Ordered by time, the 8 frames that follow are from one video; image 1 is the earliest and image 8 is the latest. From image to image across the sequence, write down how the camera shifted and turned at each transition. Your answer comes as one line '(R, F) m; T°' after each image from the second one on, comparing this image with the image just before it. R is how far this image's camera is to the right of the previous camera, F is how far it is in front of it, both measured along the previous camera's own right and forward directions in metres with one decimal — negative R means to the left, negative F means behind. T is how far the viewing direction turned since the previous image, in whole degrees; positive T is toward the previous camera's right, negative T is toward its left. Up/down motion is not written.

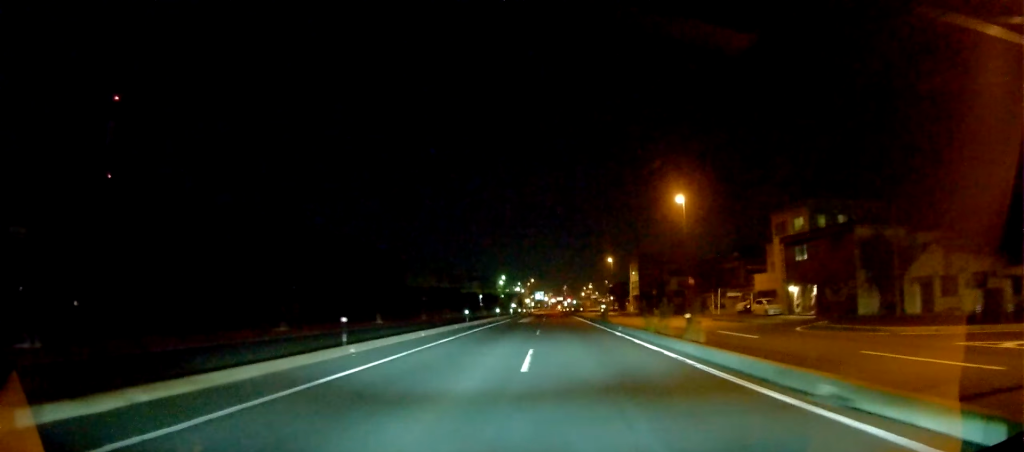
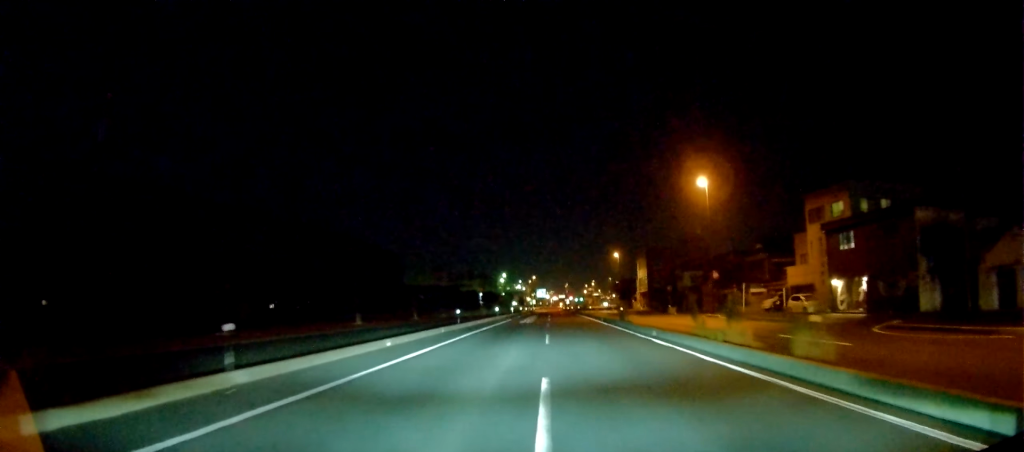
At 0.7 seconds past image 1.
(0.0, +7.7) m; 0°
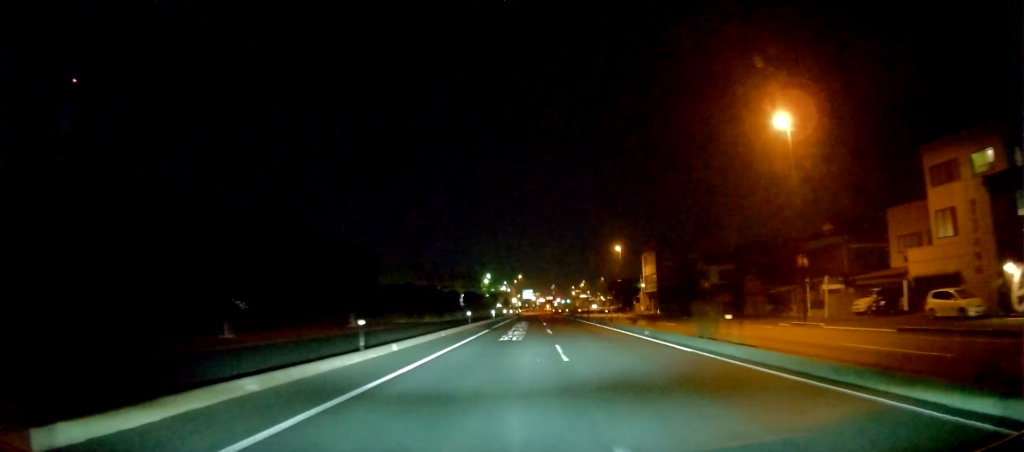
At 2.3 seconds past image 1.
(+0.4, +20.0) m; +2°
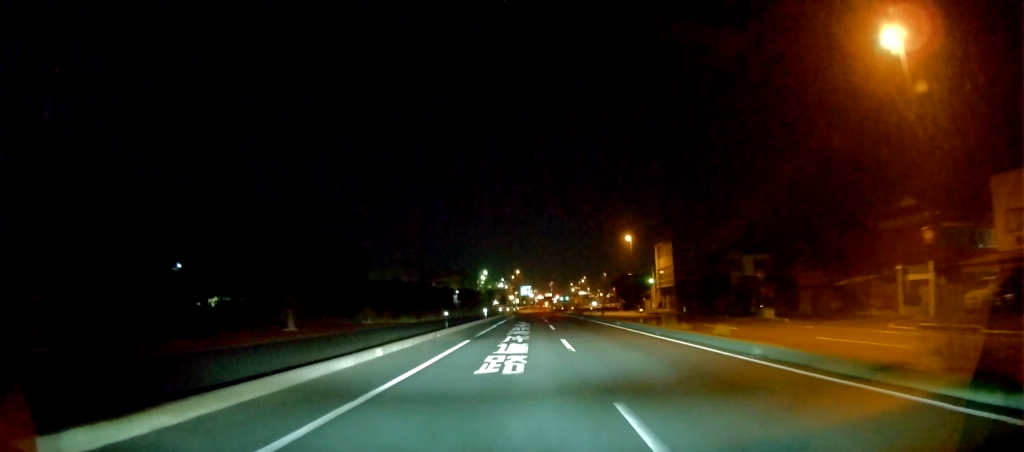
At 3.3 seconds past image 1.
(+0.2, +12.4) m; +2°
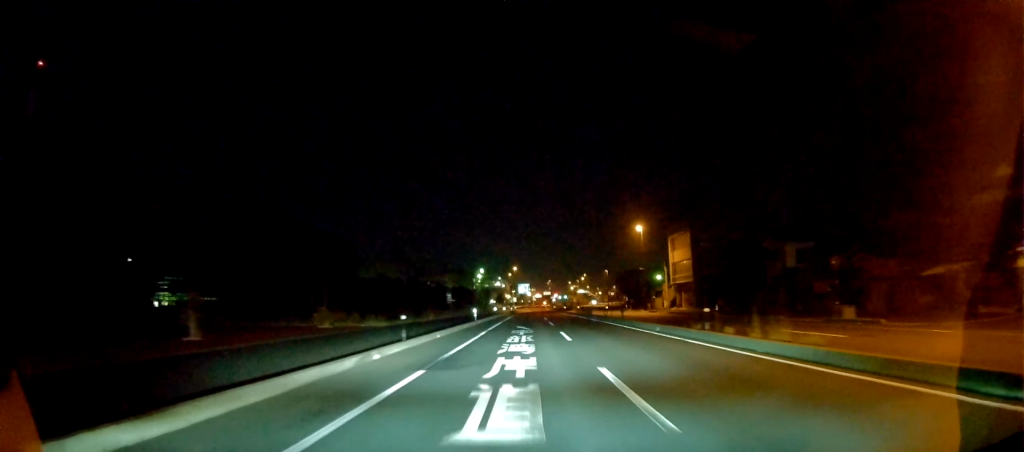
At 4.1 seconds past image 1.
(+0.2, +11.2) m; 0°
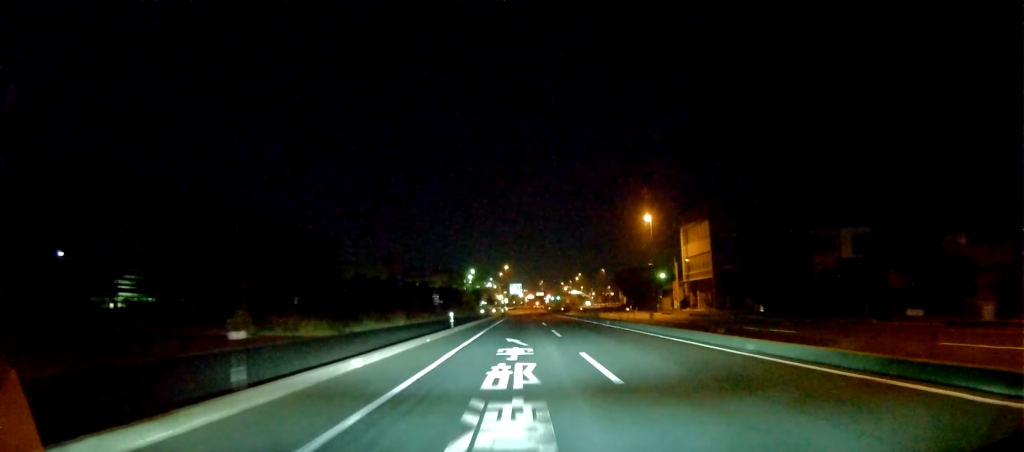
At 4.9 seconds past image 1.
(-0.2, +11.2) m; -2°
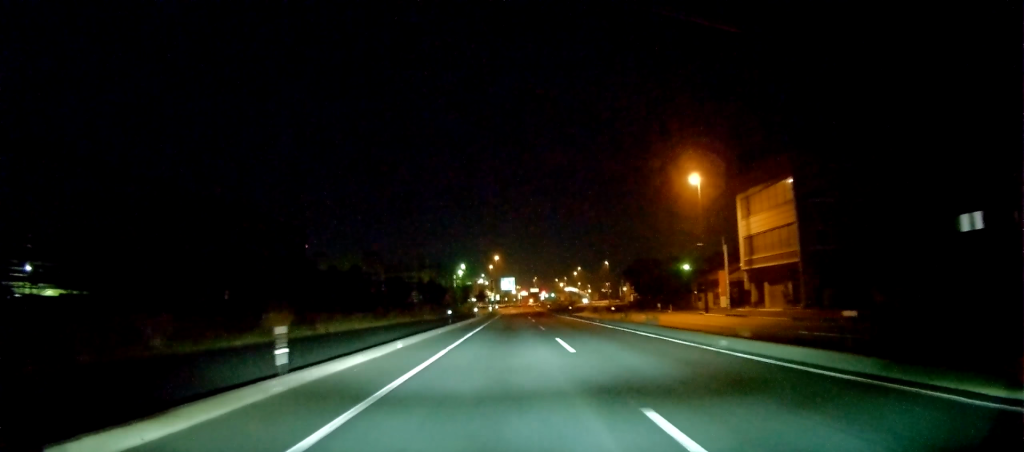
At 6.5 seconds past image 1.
(-0.5, +23.1) m; 0°
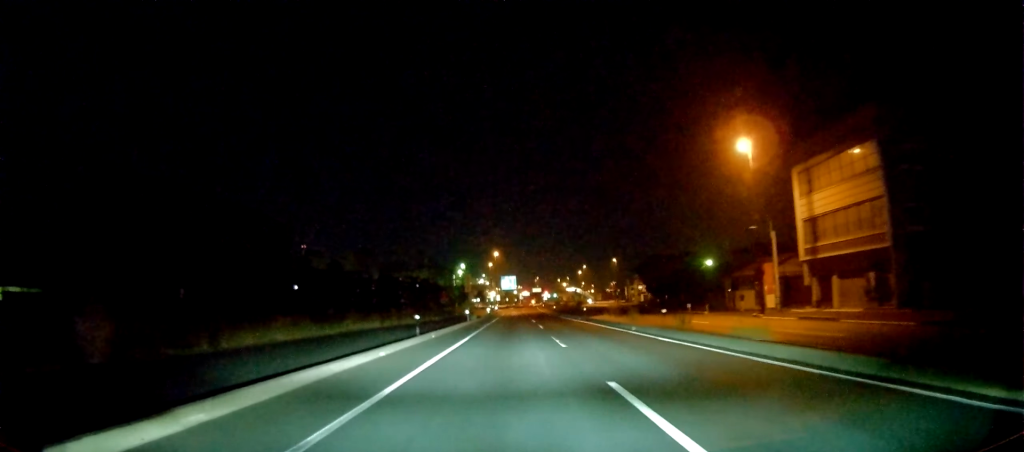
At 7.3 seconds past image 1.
(+0.4, +12.2) m; +1°
